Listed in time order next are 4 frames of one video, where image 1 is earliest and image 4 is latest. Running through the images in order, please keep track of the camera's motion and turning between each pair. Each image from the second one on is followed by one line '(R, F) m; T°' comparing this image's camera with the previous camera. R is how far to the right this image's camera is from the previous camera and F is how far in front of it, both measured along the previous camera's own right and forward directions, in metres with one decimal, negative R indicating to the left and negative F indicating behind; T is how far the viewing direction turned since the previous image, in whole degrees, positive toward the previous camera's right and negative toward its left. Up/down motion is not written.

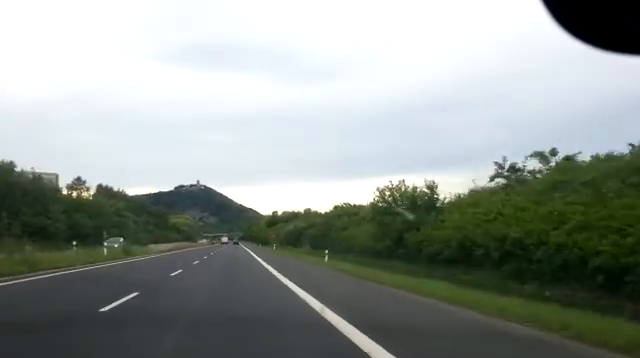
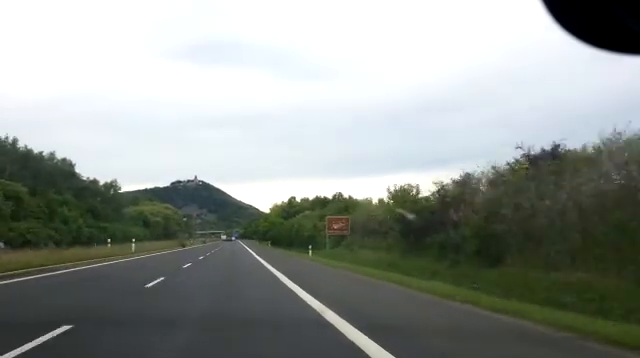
(-0.1, +75.7) m; +1°
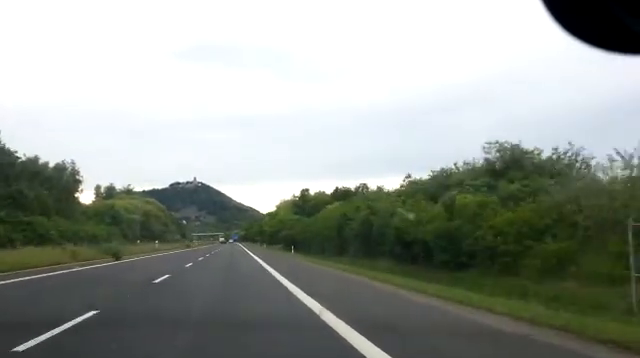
(0.0, +34.7) m; 0°
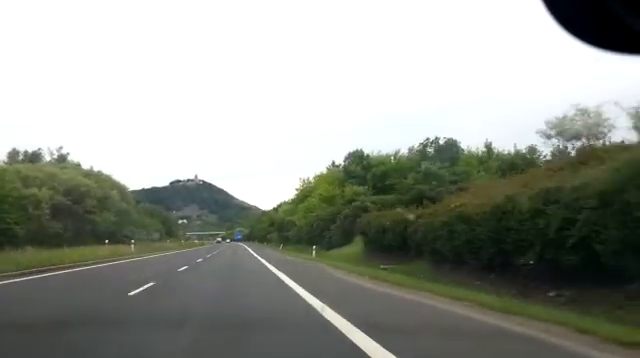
(-0.1, +58.8) m; -1°
